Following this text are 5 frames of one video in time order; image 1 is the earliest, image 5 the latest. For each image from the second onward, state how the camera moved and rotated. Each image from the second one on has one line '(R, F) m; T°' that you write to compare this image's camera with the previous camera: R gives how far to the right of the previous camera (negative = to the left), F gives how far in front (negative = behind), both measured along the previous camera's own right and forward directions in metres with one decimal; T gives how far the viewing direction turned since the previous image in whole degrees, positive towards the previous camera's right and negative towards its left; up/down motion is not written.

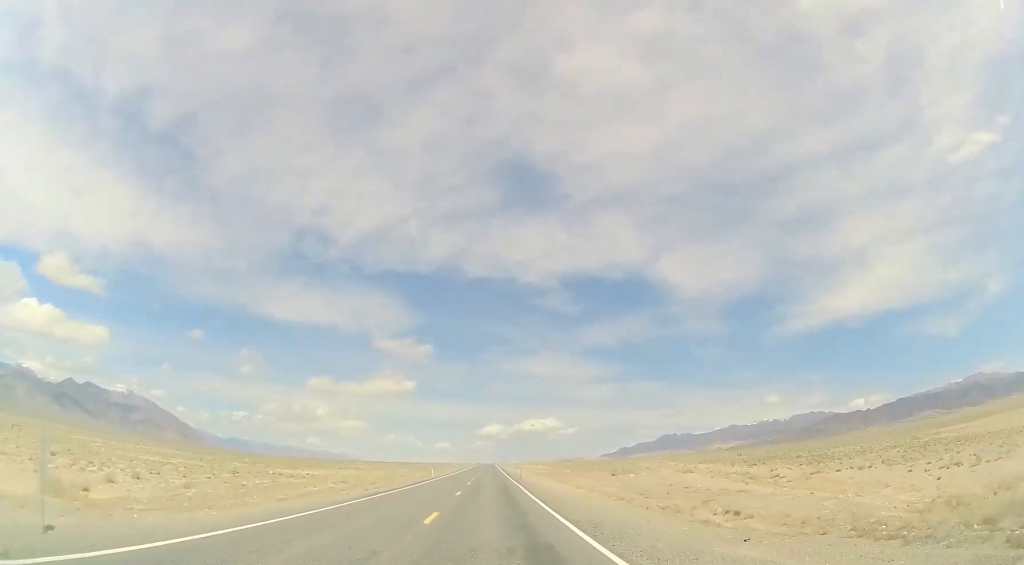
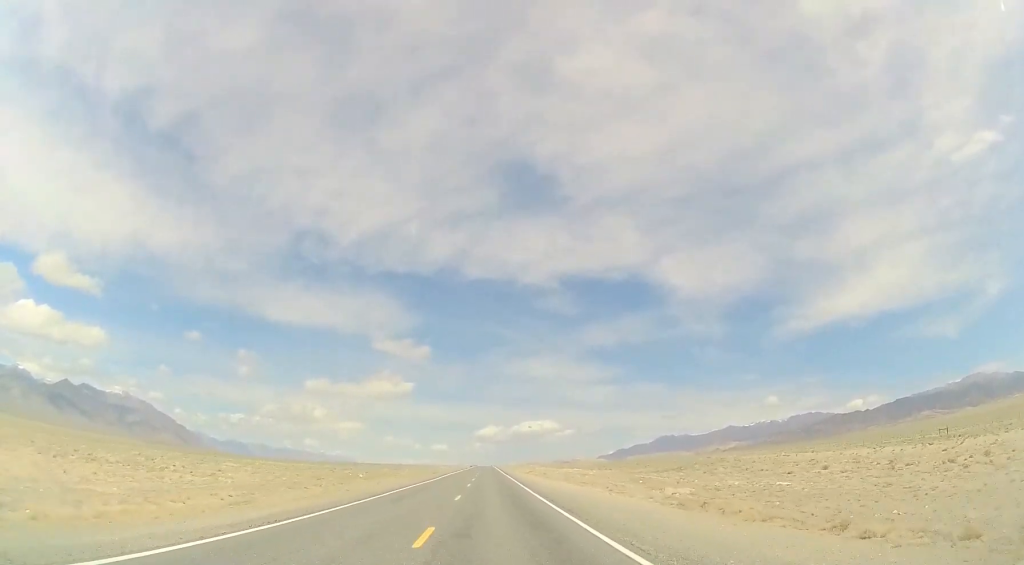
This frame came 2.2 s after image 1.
(-1.0, +71.6) m; -1°
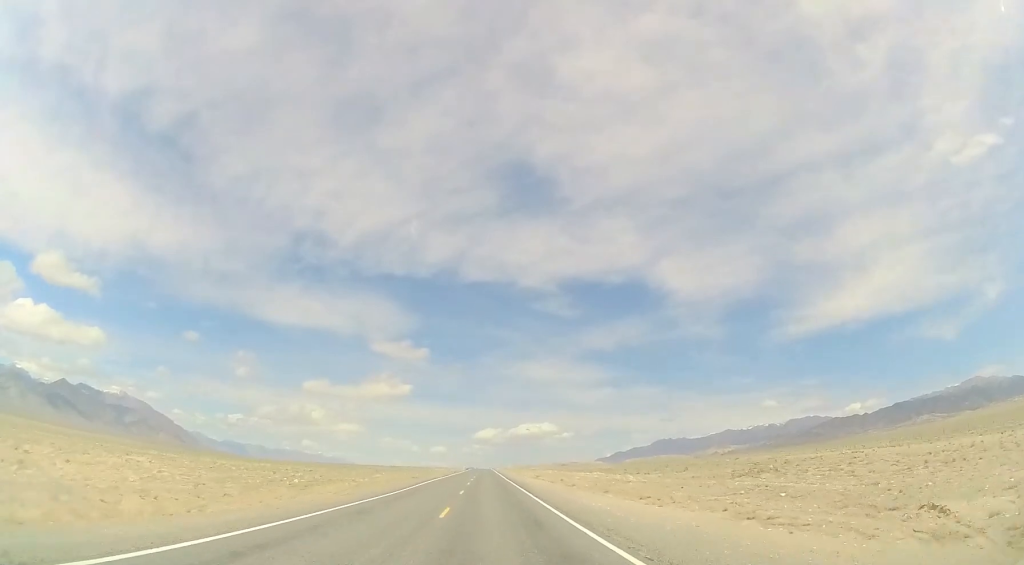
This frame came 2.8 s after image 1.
(-0.1, +20.7) m; 0°
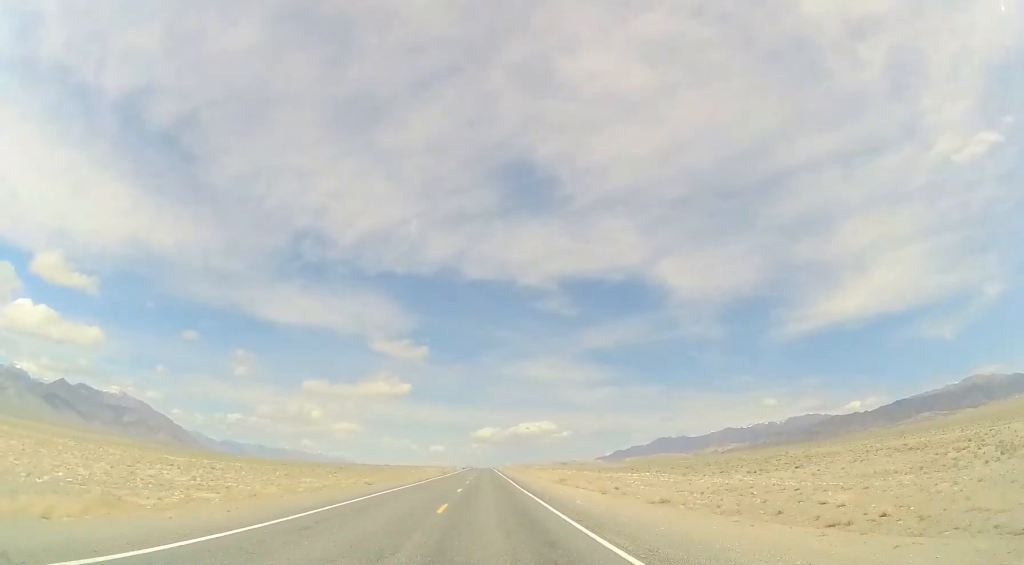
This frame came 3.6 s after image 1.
(-0.1, +26.2) m; +1°
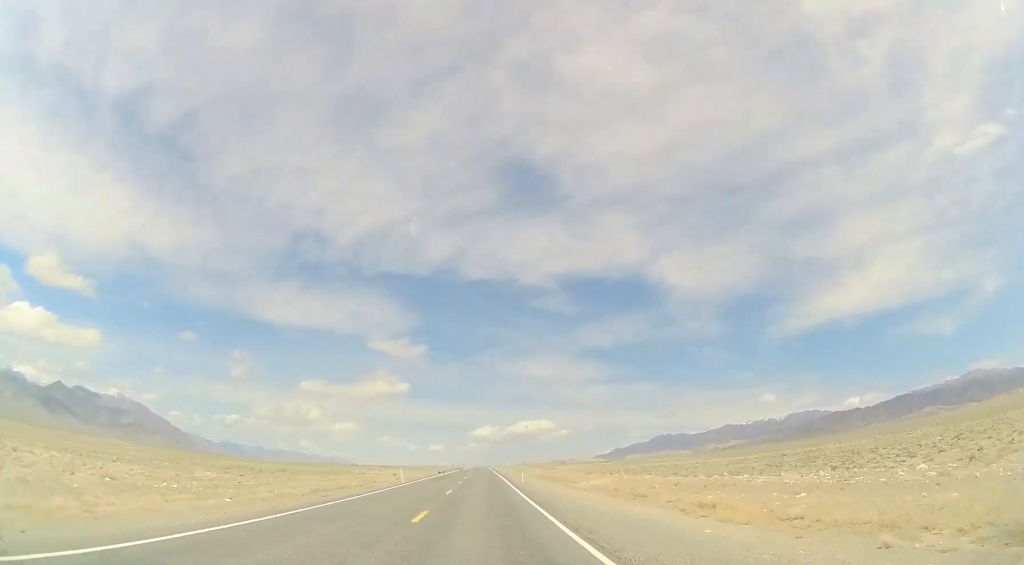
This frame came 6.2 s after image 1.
(+0.9, +84.9) m; 0°
